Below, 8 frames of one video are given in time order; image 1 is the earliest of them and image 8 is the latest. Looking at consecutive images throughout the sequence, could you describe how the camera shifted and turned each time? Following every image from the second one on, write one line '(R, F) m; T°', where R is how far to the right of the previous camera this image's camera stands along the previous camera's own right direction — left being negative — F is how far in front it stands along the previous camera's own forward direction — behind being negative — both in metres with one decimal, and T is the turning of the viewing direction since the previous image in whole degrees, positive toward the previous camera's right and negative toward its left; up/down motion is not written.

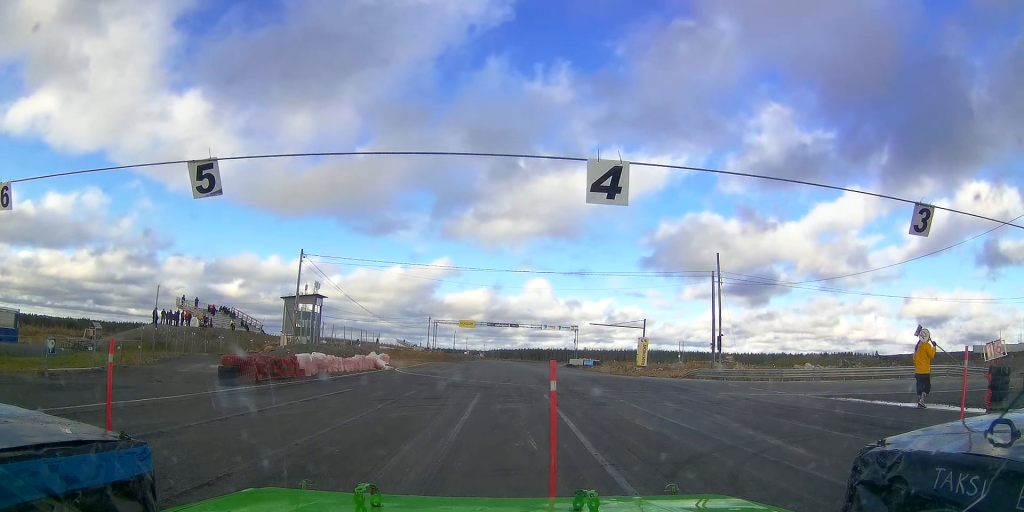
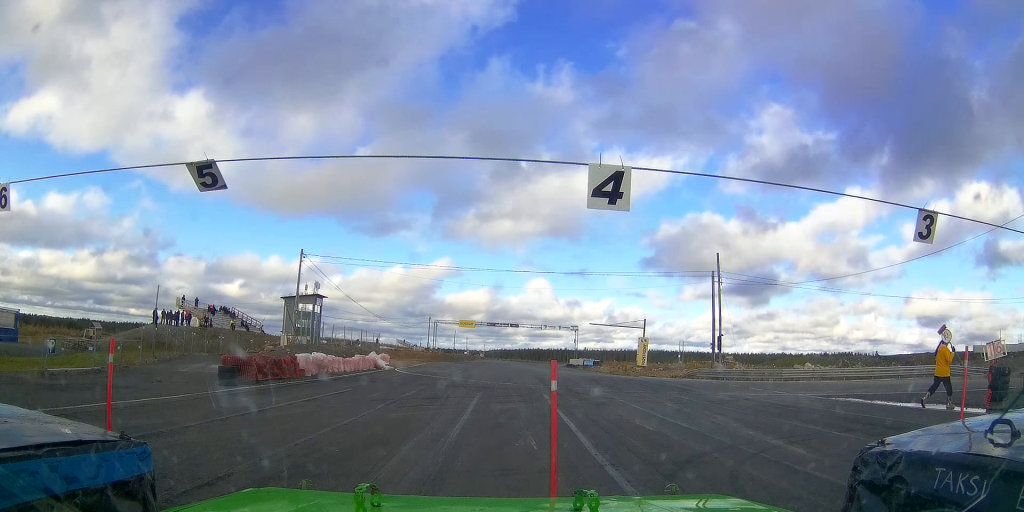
(0.0, 0.0) m; 0°
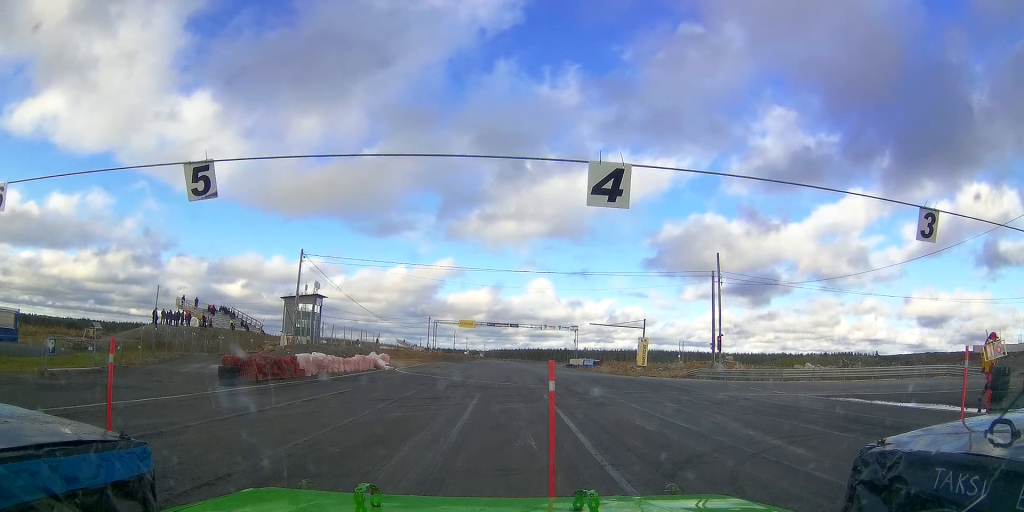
(0.0, +0.2) m; 0°
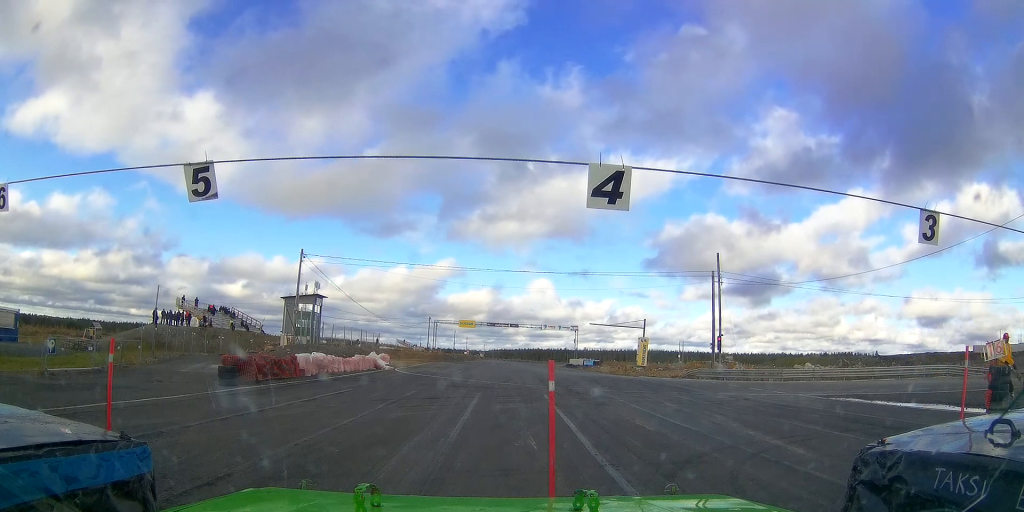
(0.0, 0.0) m; 0°
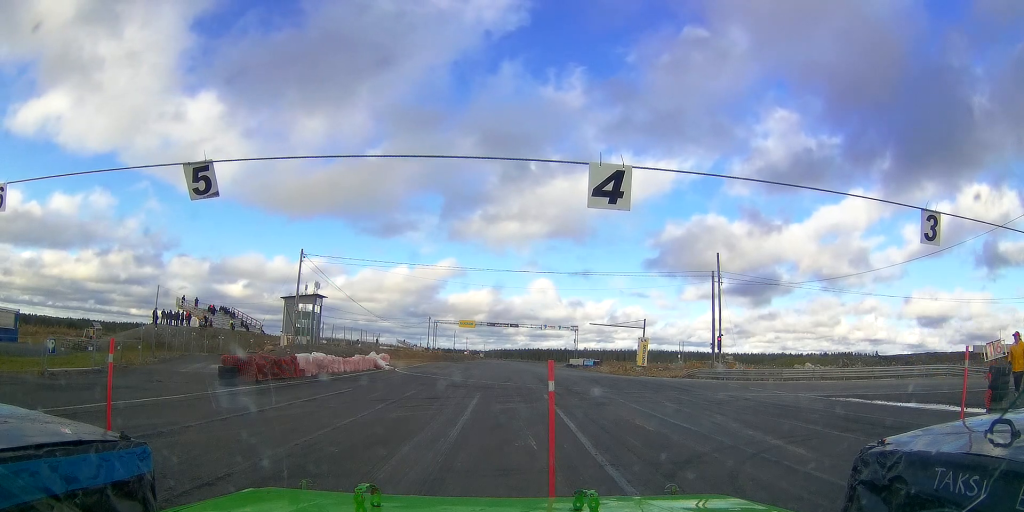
(0.0, 0.0) m; 0°
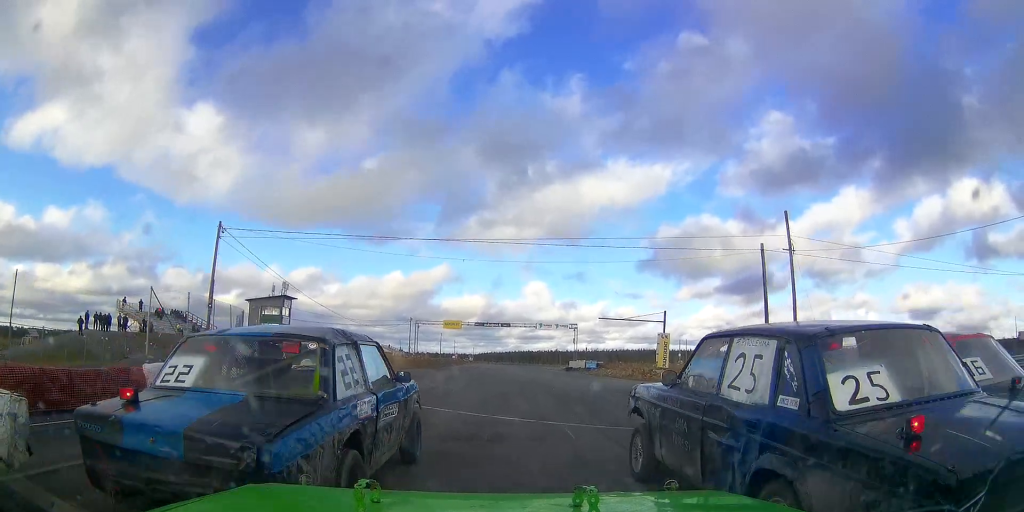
(+0.4, +11.9) m; +3°
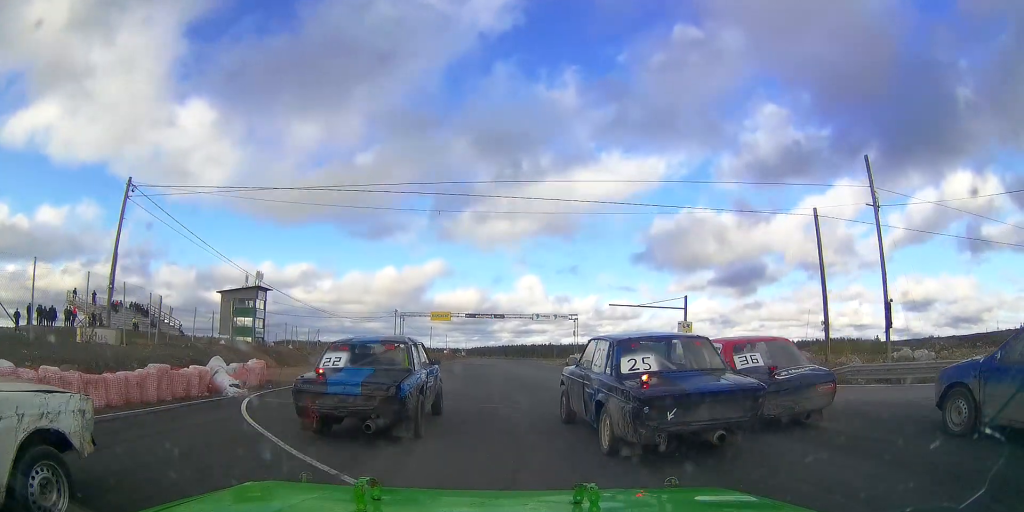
(+0.1, +9.6) m; +1°
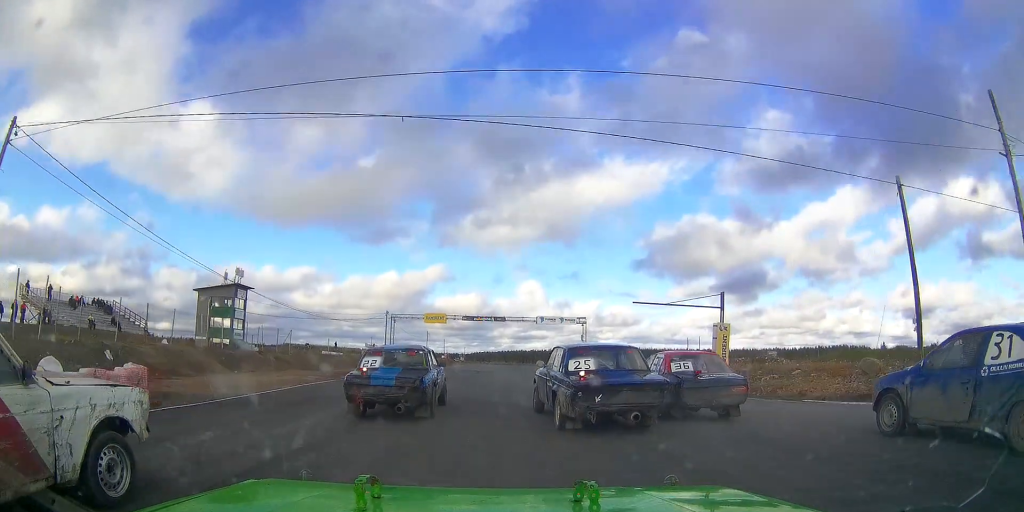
(+0.1, +8.2) m; 0°
